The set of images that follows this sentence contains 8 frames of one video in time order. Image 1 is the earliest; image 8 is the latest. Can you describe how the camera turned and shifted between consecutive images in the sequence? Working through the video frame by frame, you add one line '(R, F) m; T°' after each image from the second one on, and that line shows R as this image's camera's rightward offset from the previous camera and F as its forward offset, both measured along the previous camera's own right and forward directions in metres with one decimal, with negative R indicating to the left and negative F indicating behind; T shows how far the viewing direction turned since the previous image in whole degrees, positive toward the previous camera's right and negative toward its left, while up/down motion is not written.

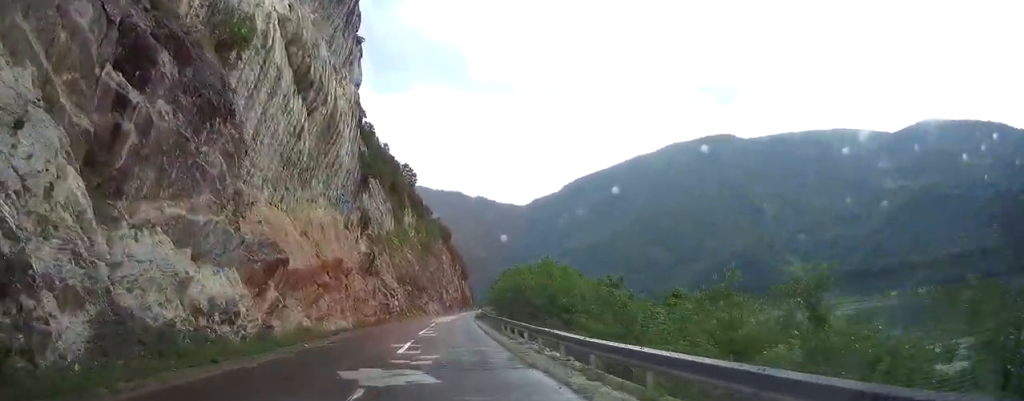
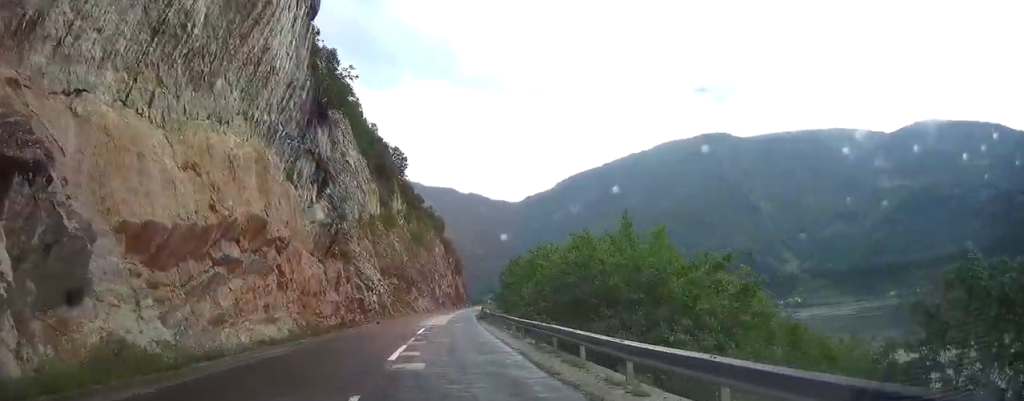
(0.0, +18.2) m; +1°
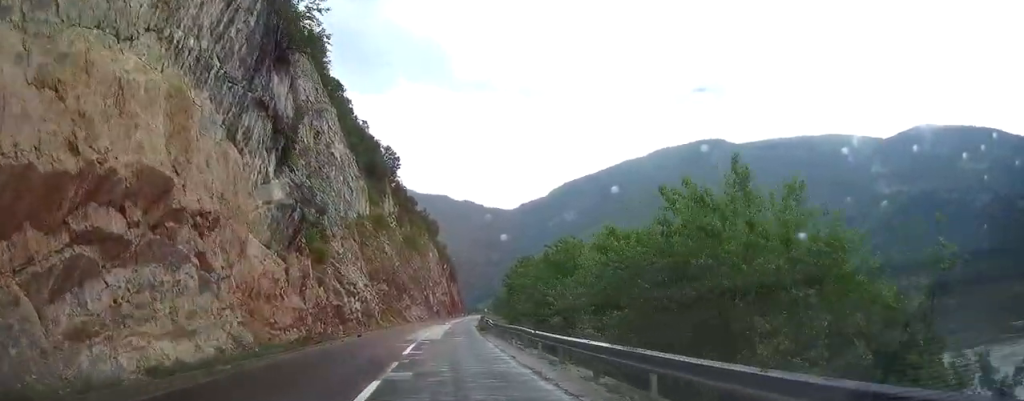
(-0.1, +9.1) m; +1°
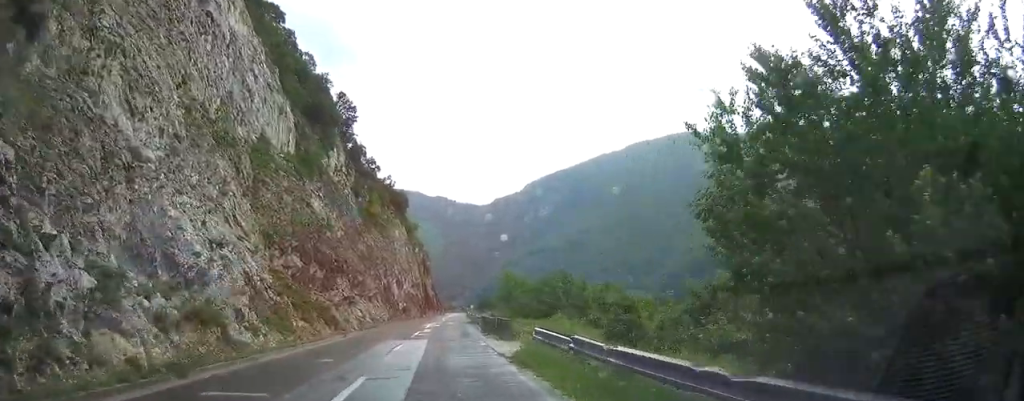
(+1.5, +43.5) m; +2°
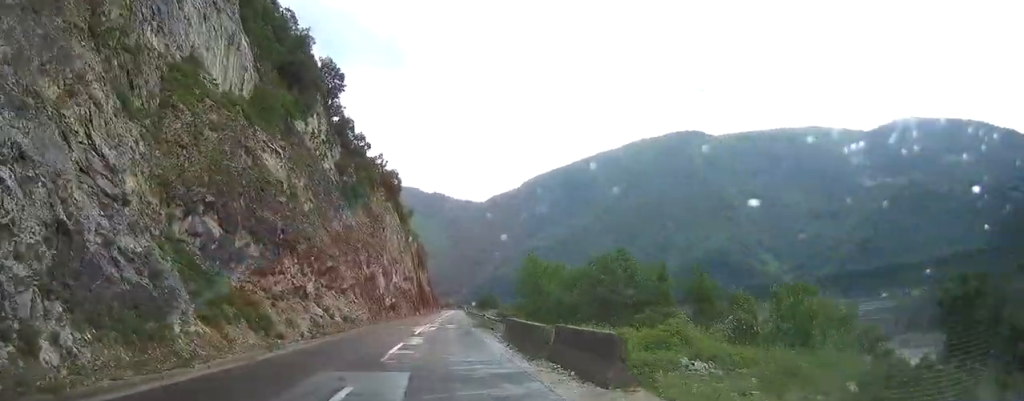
(0.0, +17.3) m; 0°
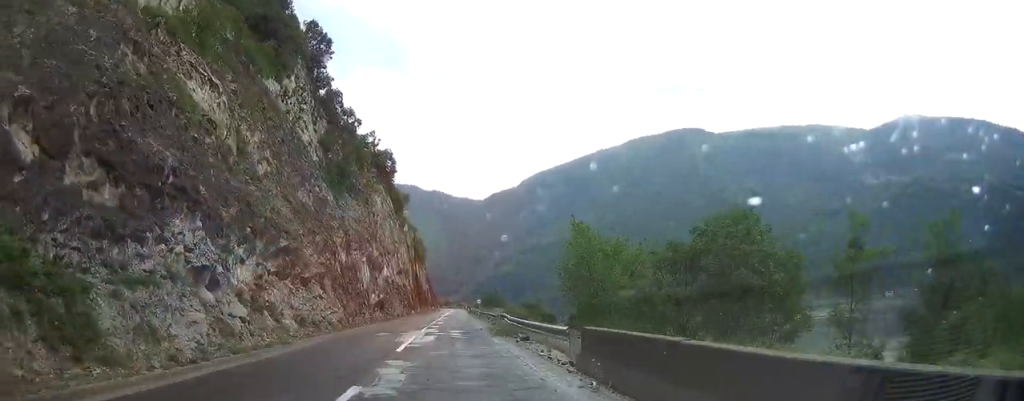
(+0.1, +15.2) m; +1°
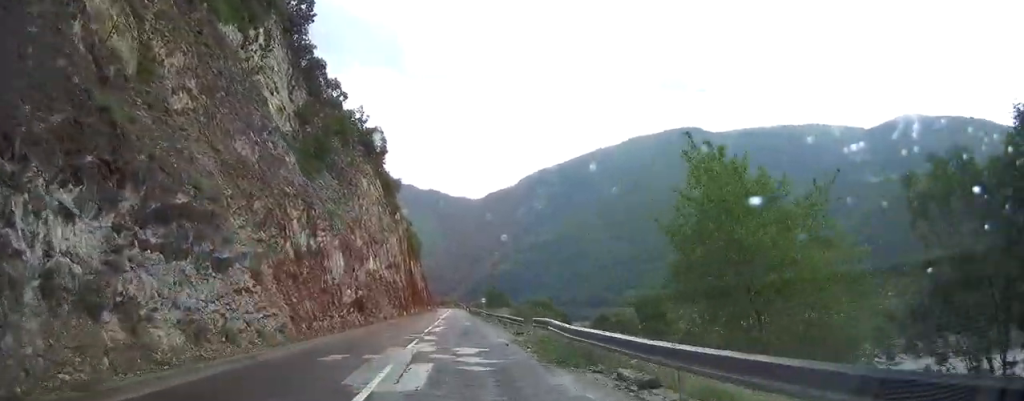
(+0.1, +14.5) m; +1°
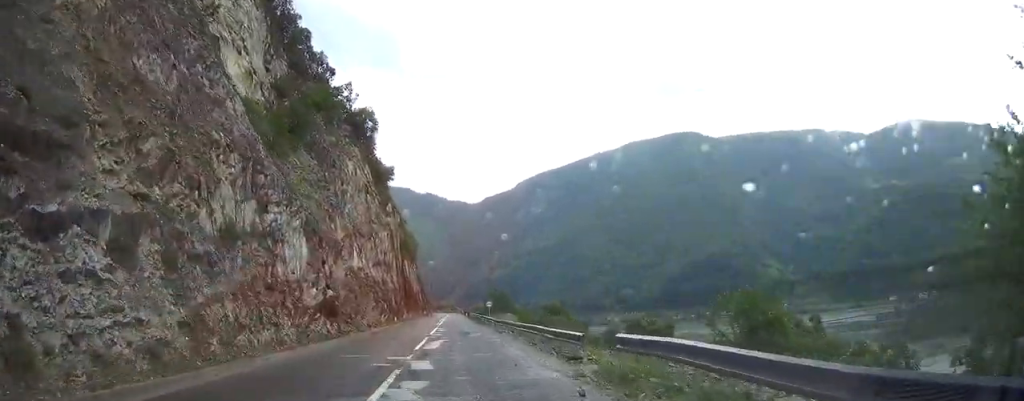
(+0.1, +11.6) m; 0°
